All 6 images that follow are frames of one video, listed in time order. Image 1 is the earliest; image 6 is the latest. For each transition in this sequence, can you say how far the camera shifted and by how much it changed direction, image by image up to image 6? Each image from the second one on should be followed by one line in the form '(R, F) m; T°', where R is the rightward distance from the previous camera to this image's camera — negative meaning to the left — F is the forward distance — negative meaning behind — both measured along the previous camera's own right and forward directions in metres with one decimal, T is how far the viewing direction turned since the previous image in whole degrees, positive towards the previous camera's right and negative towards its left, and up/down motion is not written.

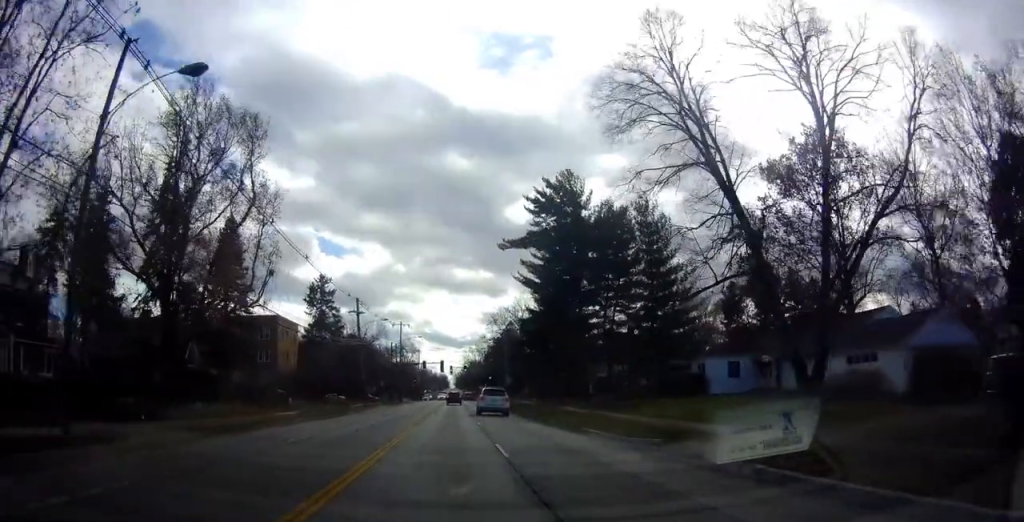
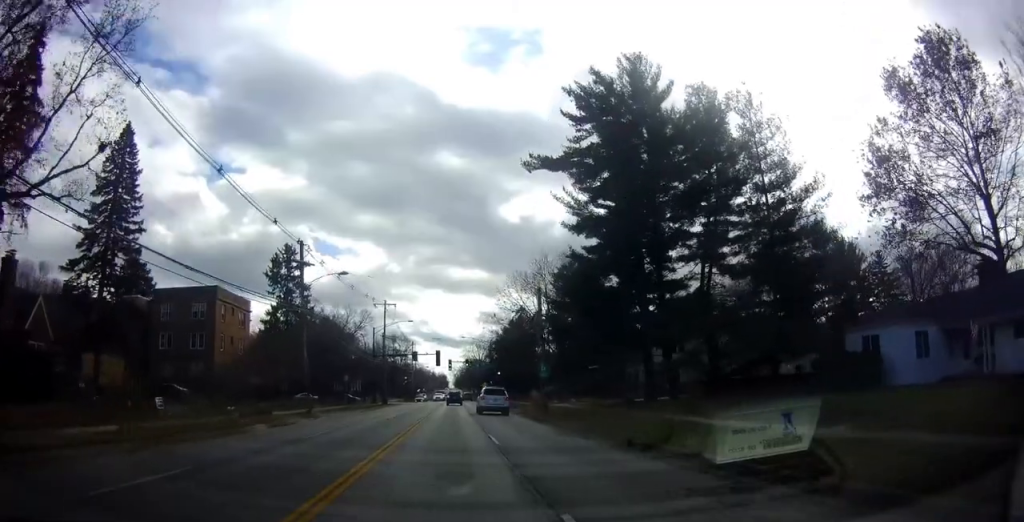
(-0.1, +21.0) m; 0°
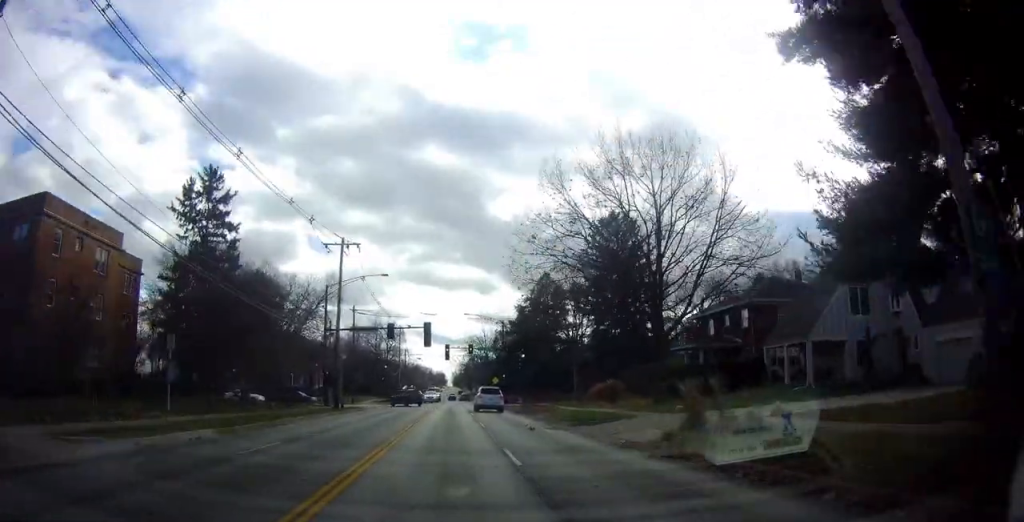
(+0.3, +29.7) m; +1°
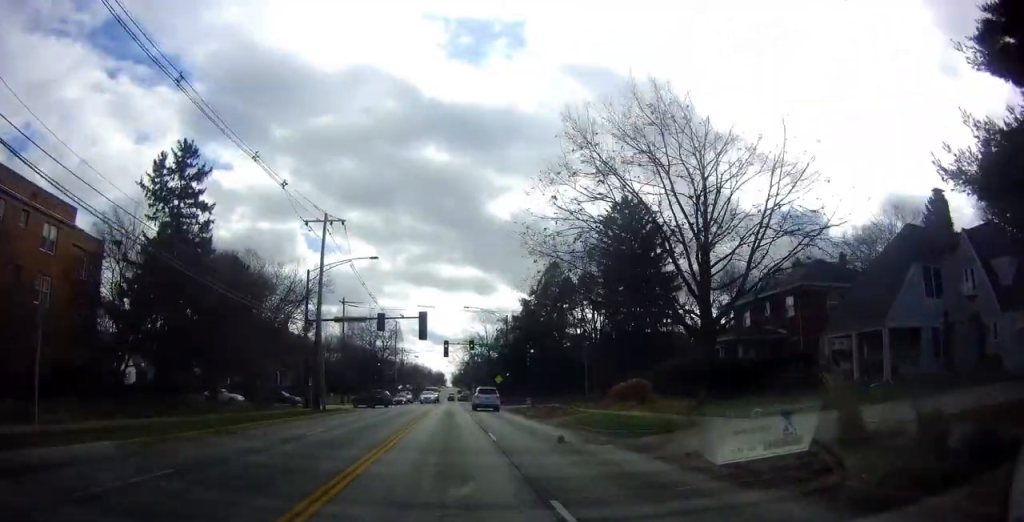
(0.0, +7.8) m; 0°
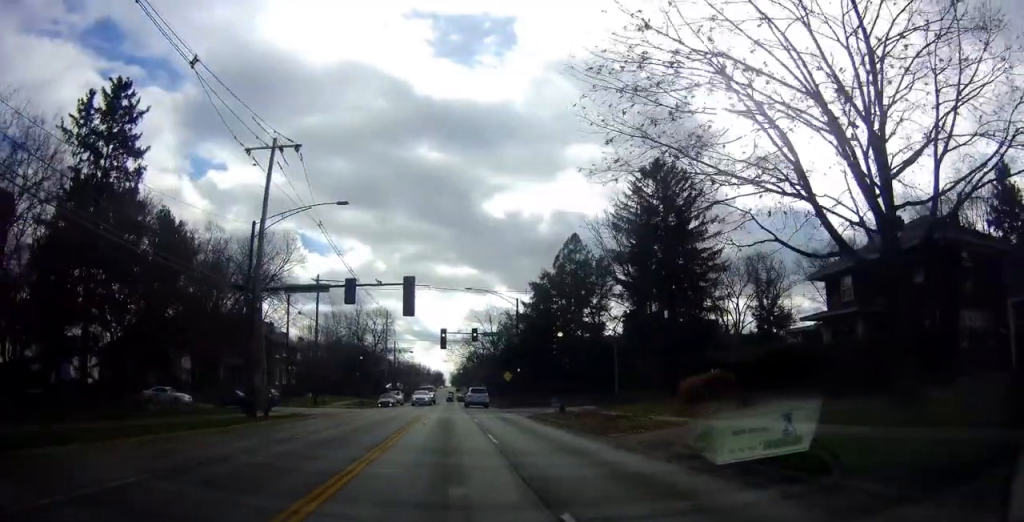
(0.0, +15.8) m; 0°
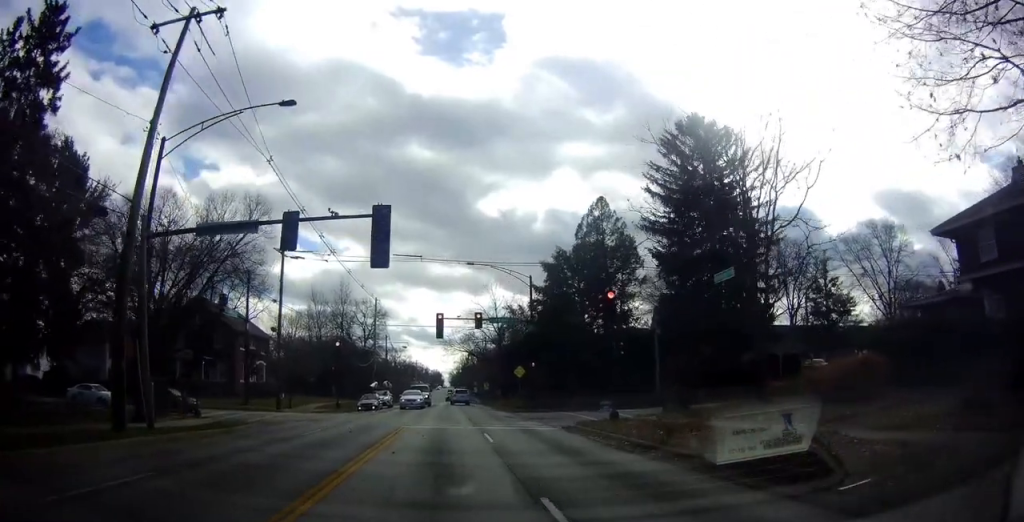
(0.0, +14.7) m; 0°
